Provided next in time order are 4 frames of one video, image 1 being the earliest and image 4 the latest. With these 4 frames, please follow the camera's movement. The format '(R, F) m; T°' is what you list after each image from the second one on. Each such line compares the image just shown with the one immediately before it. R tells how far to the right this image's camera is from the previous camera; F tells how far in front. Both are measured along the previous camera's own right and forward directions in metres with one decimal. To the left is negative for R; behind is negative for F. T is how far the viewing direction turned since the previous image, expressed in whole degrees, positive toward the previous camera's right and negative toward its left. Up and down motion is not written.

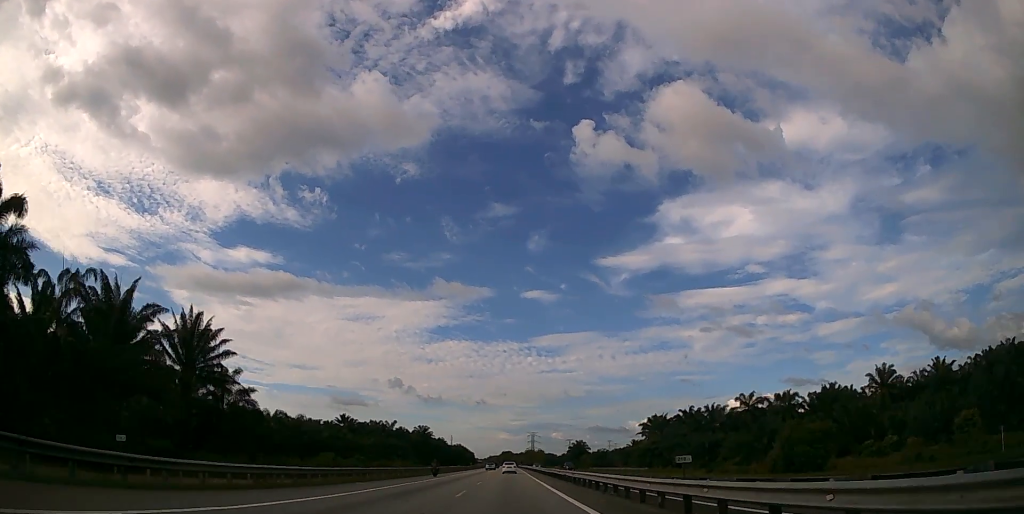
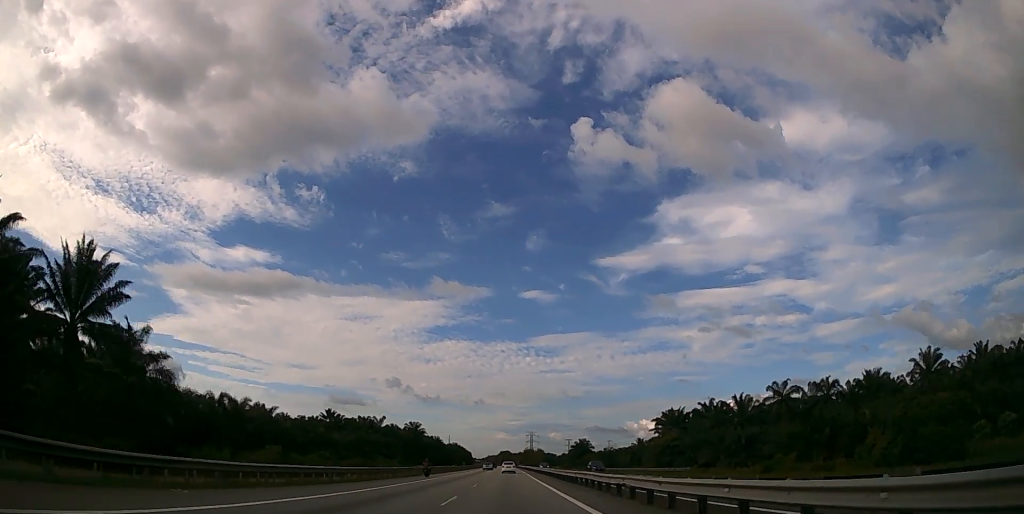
(0.0, +17.4) m; 0°
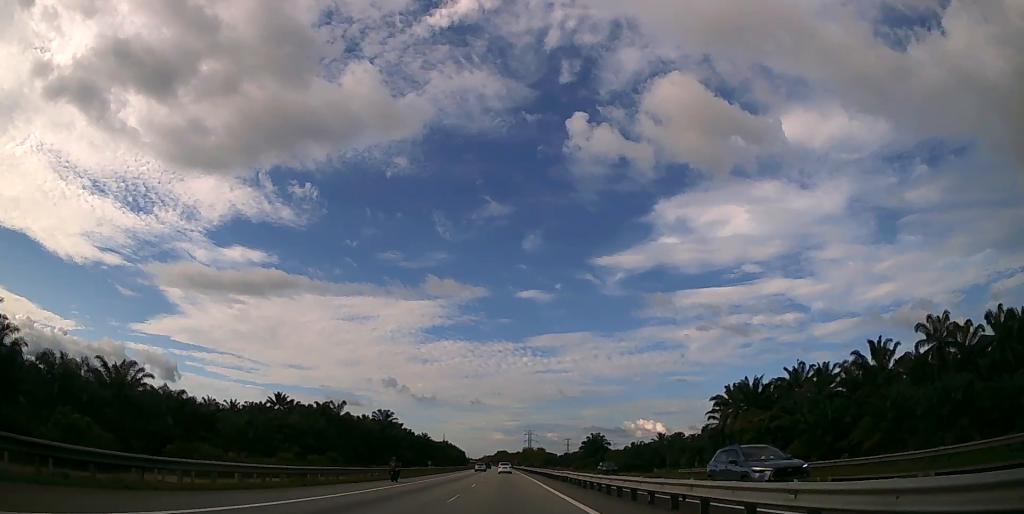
(+0.1, +48.2) m; 0°
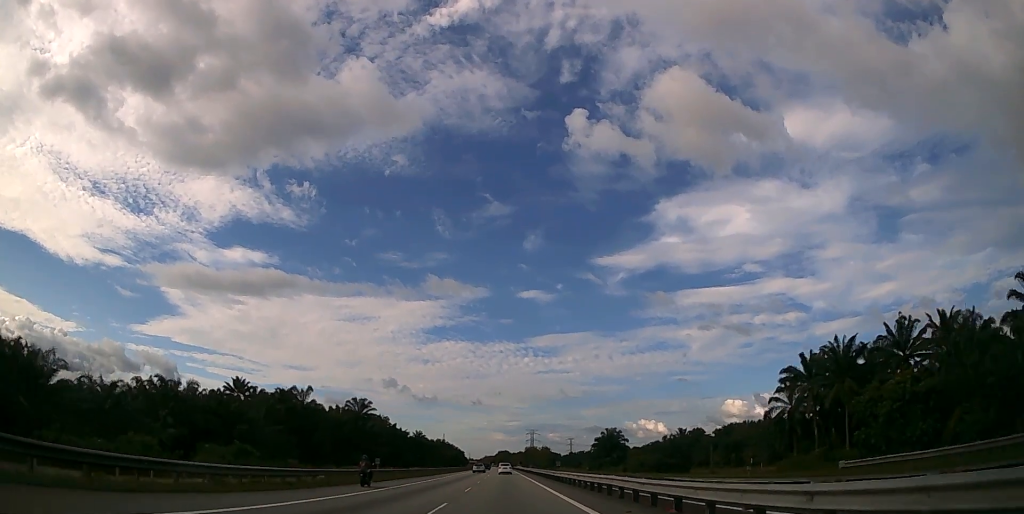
(0.0, +30.7) m; 0°
